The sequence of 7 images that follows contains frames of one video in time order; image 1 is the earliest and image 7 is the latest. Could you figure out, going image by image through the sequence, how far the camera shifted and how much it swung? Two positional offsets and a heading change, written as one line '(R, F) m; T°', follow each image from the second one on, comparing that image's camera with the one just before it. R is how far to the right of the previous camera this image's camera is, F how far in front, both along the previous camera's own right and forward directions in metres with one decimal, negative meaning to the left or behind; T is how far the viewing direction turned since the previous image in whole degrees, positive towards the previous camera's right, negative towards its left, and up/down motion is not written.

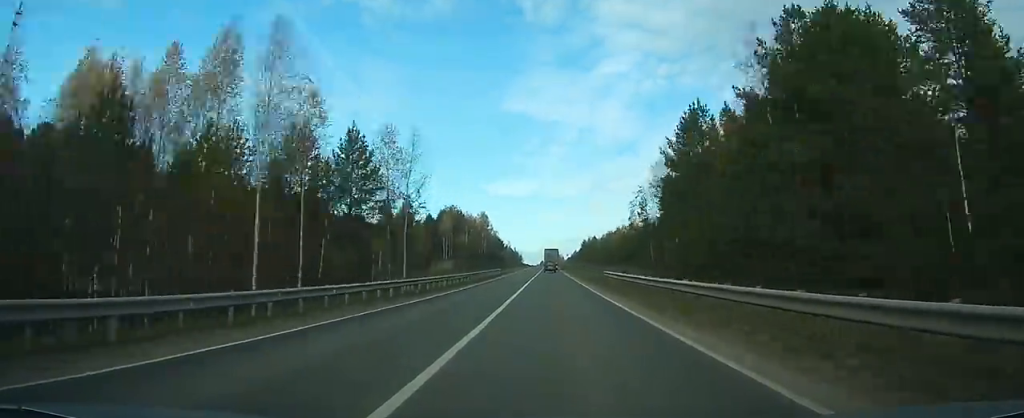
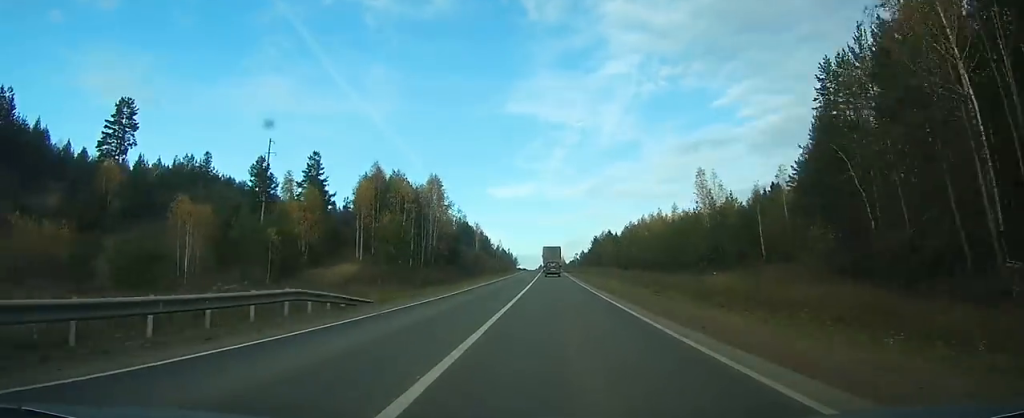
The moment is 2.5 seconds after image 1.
(+0.1, +66.5) m; 0°
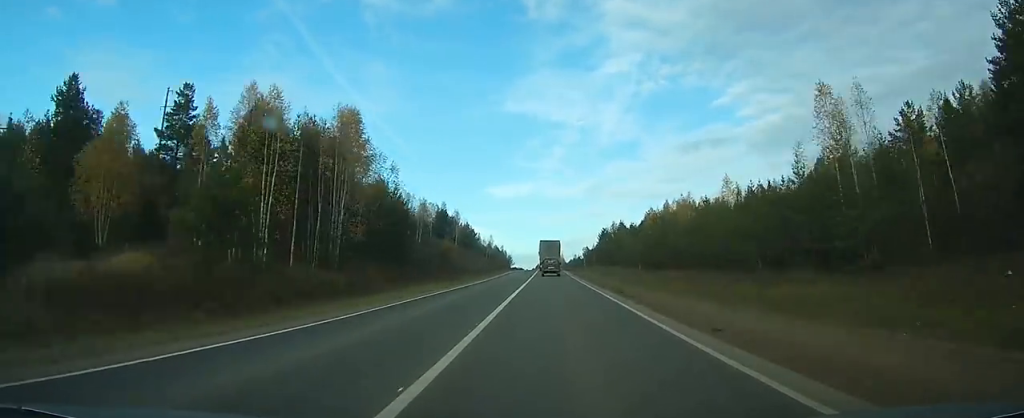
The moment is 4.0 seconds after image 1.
(0.0, +36.7) m; 0°
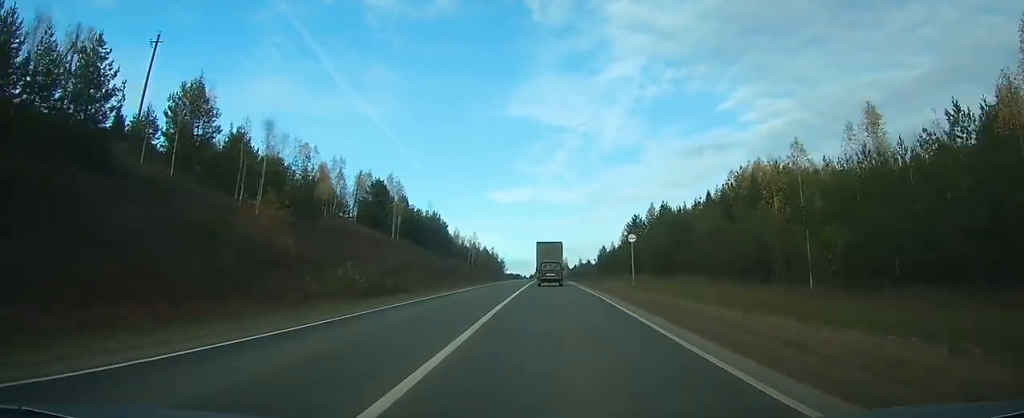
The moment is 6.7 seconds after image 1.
(+0.2, +58.2) m; 0°
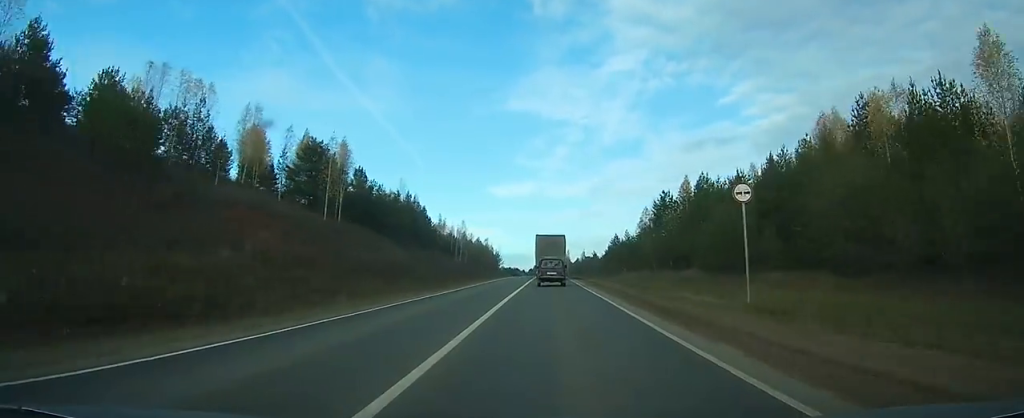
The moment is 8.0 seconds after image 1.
(+0.1, +27.0) m; 0°
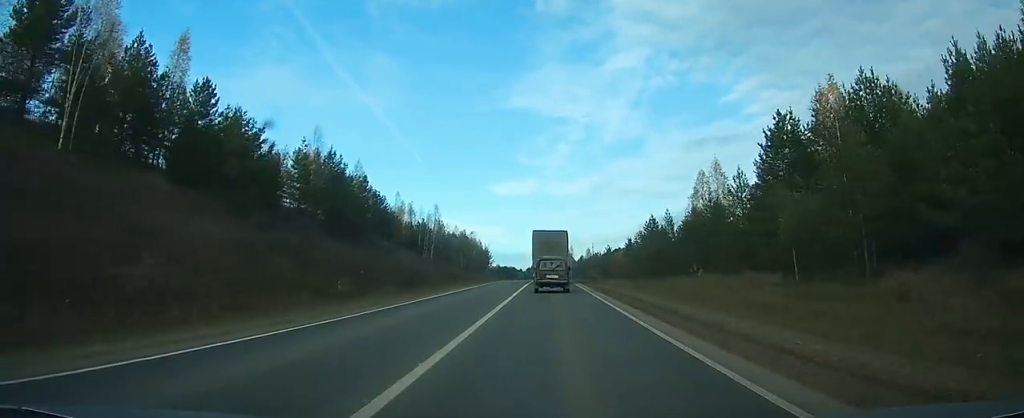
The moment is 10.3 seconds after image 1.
(-0.1, +43.6) m; 0°
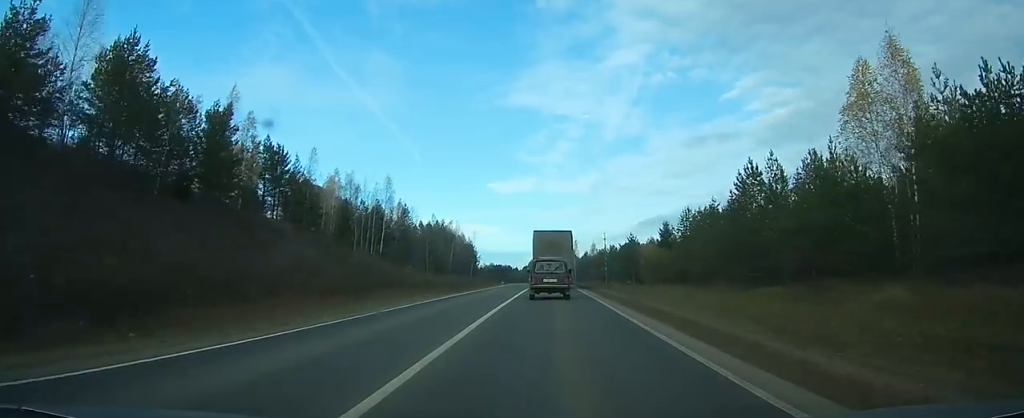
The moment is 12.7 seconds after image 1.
(0.0, +40.7) m; 0°
